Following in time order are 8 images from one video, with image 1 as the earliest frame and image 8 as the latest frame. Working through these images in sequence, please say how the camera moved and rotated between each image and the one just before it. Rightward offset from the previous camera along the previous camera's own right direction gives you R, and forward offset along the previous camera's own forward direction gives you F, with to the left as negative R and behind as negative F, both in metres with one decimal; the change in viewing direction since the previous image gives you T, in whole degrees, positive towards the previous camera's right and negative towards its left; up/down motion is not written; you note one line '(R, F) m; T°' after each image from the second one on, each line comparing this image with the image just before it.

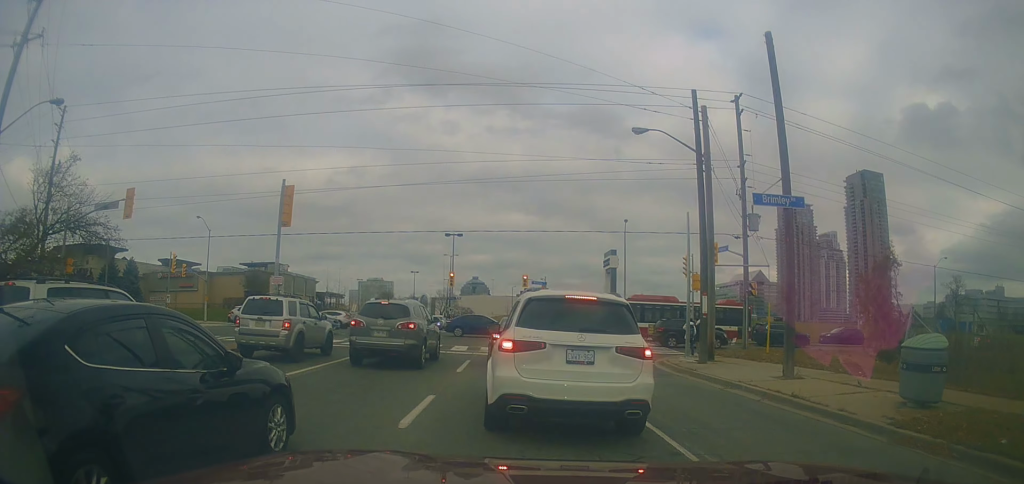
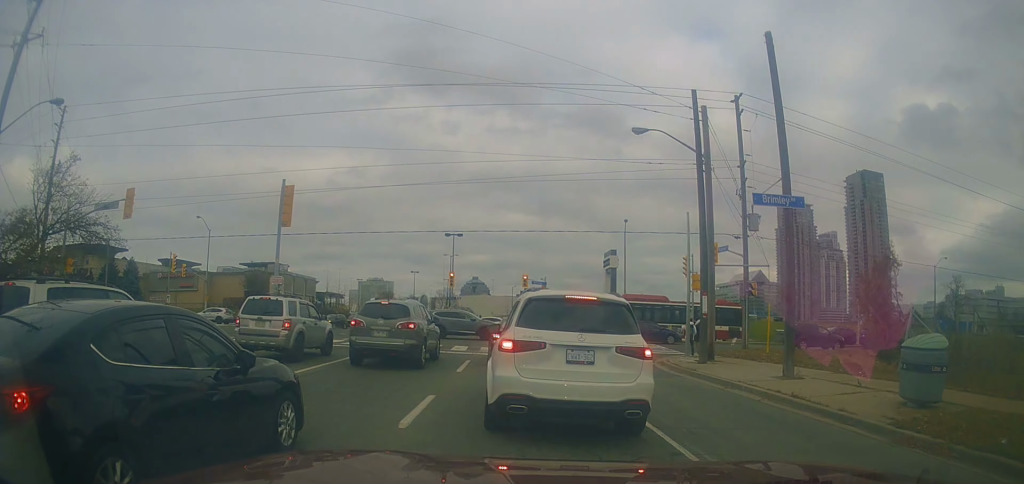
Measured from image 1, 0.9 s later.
(0.0, 0.0) m; 0°
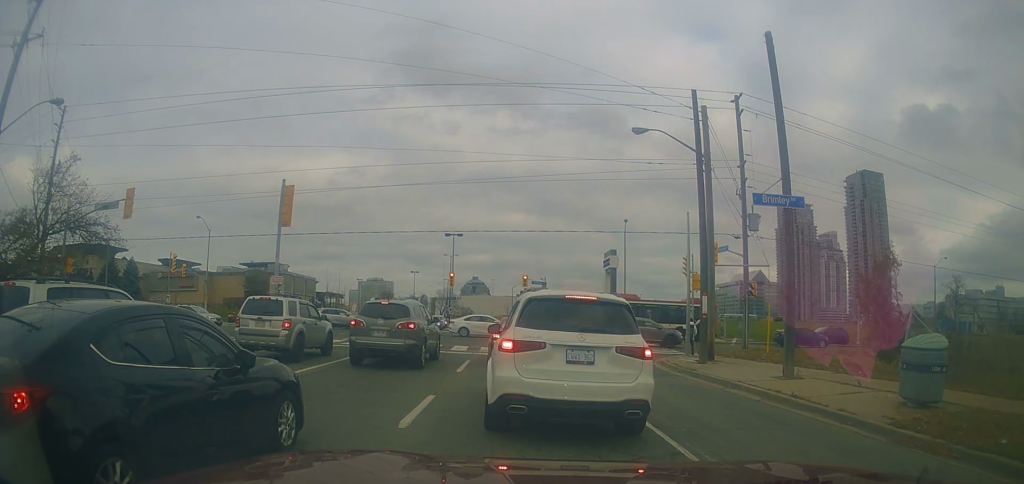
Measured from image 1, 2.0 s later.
(0.0, 0.0) m; 0°
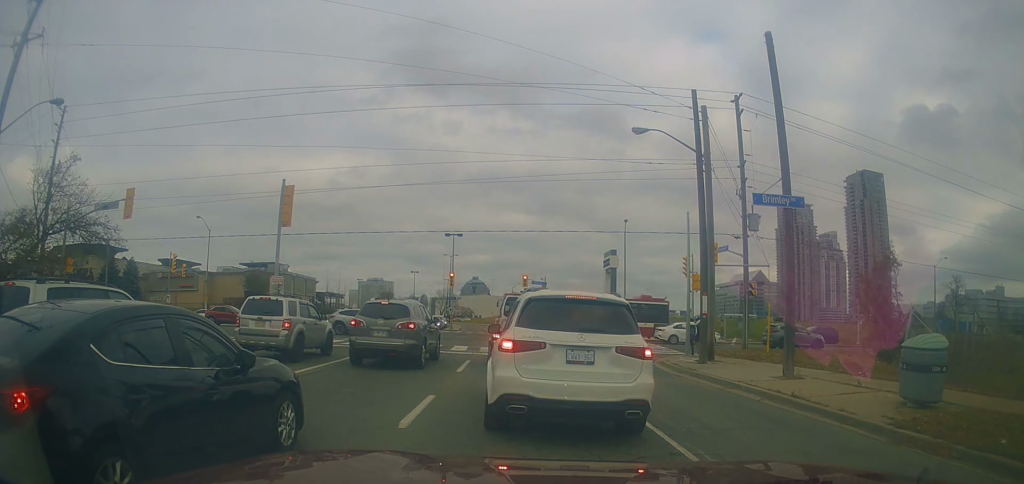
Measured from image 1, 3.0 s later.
(0.0, 0.0) m; 0°
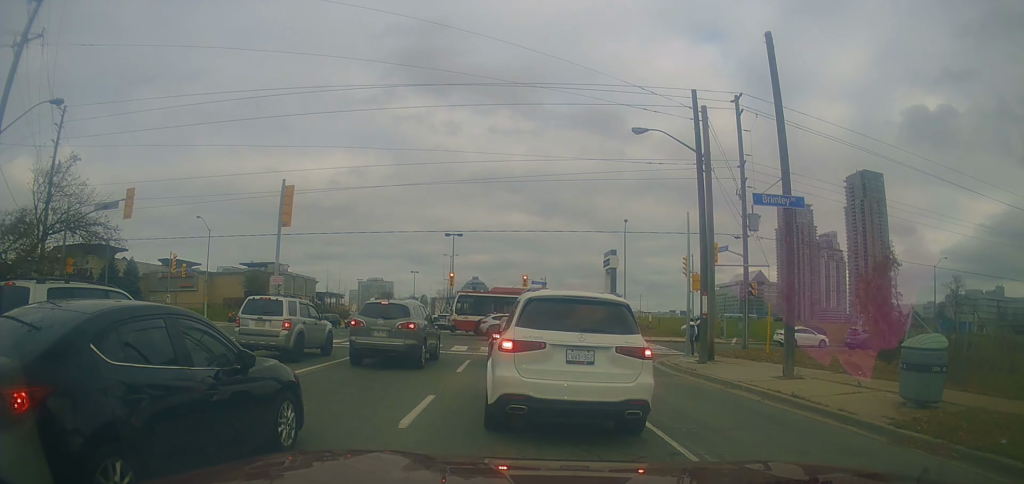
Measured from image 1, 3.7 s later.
(0.0, 0.0) m; 0°
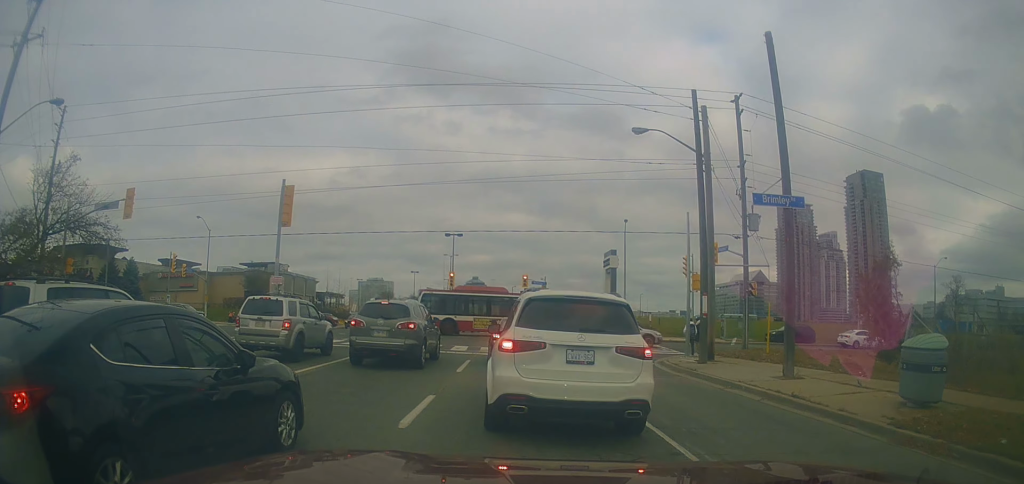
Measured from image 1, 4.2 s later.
(0.0, 0.0) m; 0°
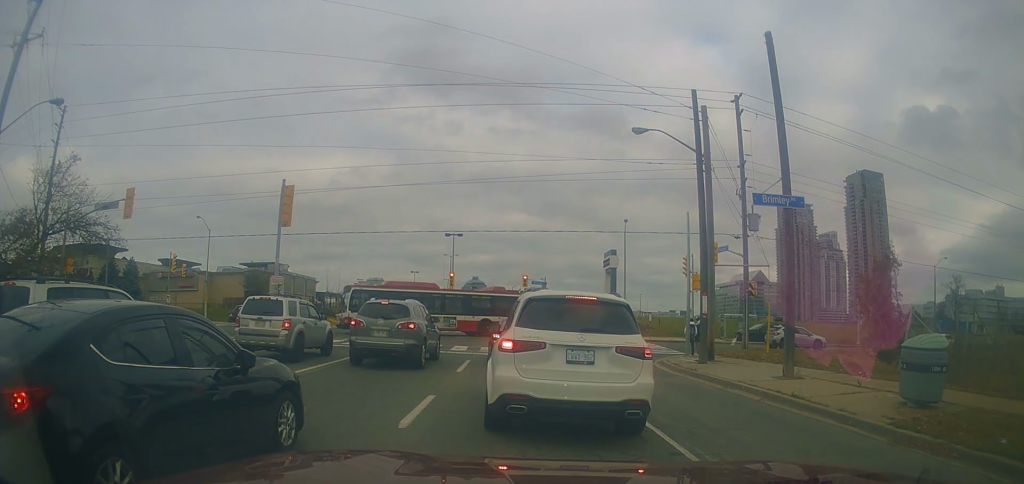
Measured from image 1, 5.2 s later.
(0.0, 0.0) m; 0°
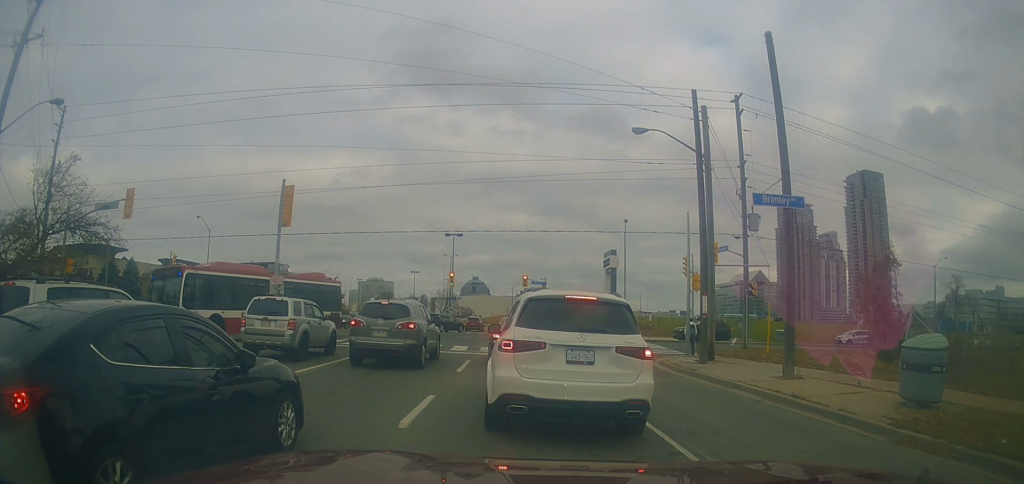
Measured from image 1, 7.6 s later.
(0.0, 0.0) m; 0°
